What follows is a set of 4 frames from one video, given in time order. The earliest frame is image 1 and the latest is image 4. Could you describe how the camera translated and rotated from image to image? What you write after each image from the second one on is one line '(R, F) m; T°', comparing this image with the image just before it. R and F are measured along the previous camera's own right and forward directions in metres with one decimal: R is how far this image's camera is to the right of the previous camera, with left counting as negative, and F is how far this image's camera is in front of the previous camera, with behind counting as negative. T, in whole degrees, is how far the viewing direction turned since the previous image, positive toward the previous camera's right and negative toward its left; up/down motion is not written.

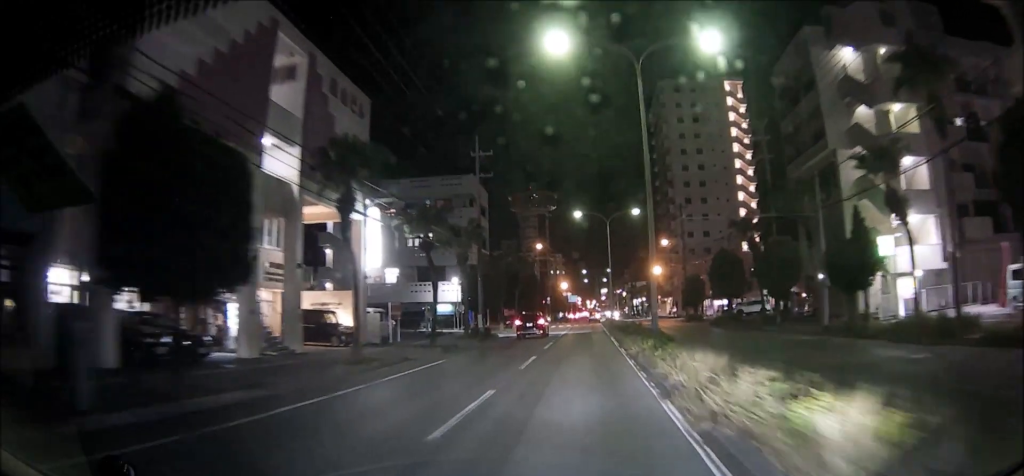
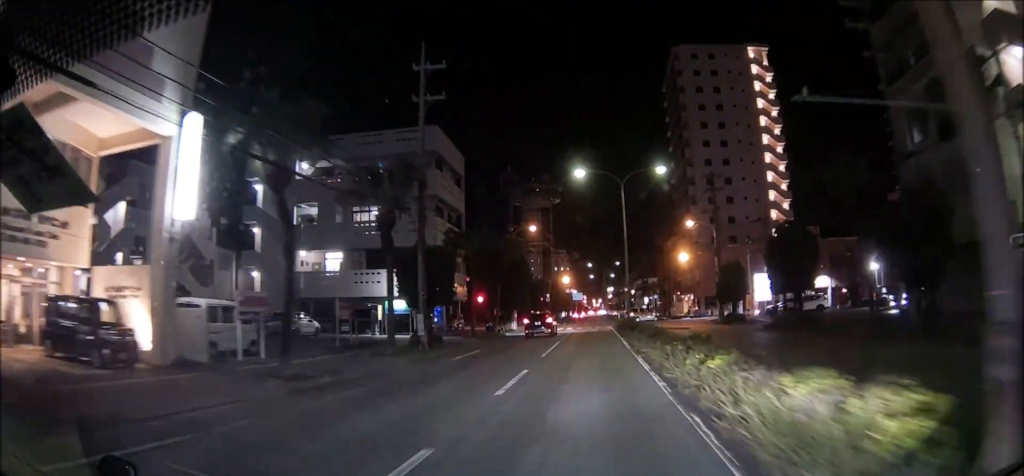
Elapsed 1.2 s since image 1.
(0.0, +11.8) m; 0°
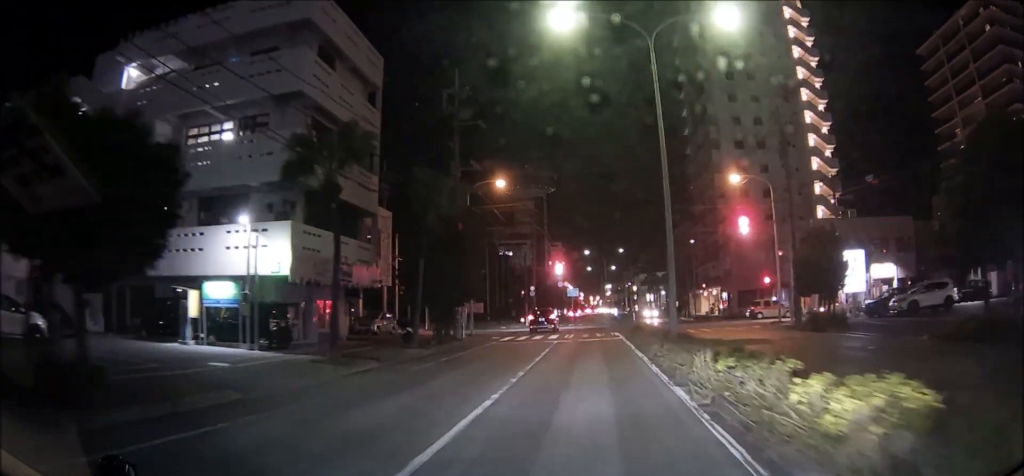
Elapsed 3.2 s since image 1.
(0.0, +17.8) m; 0°
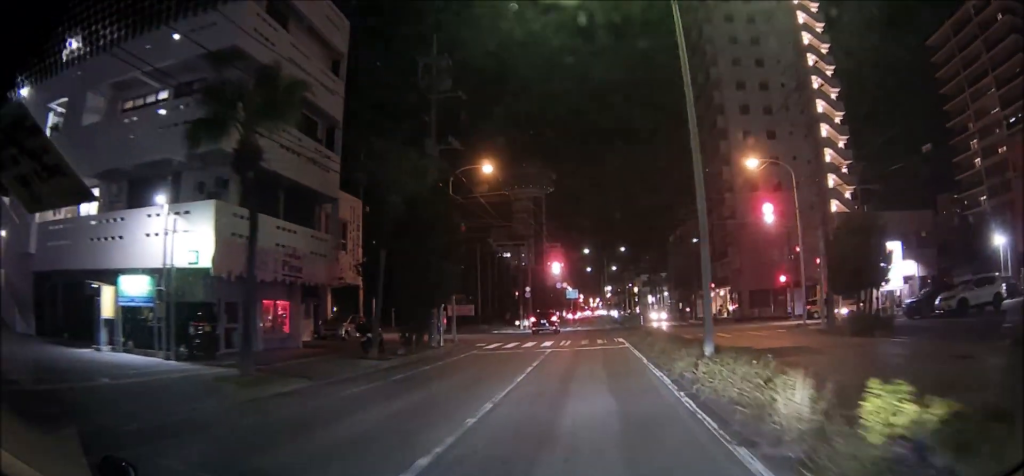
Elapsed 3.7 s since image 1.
(0.0, +4.7) m; 0°
